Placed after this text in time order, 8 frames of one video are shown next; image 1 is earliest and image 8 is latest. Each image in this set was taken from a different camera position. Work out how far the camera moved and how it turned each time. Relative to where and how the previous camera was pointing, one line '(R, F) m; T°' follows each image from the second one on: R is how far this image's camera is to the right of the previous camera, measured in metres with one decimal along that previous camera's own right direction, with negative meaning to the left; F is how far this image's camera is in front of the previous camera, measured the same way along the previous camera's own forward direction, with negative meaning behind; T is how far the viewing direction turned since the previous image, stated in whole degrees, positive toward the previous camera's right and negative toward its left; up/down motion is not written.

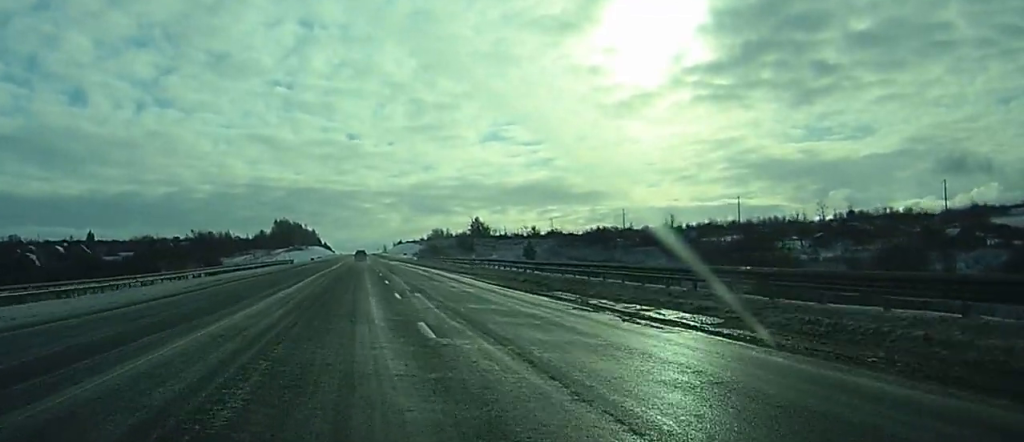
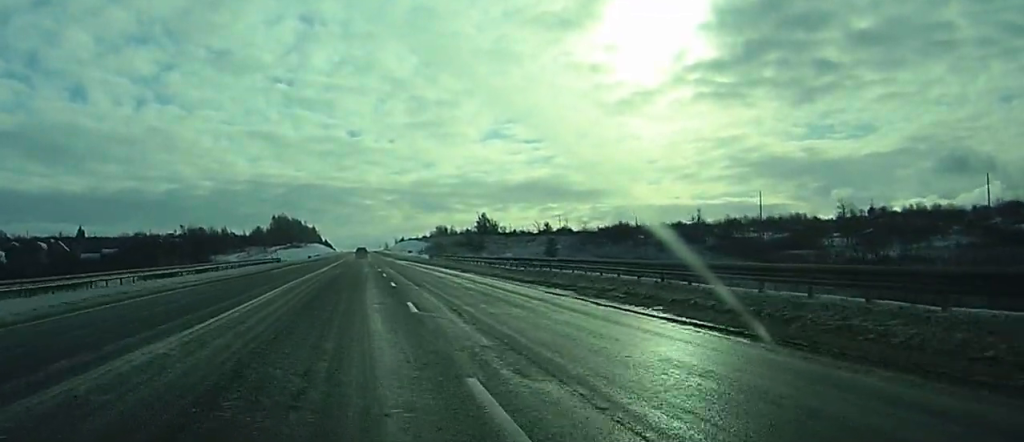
(0.0, +19.4) m; 0°
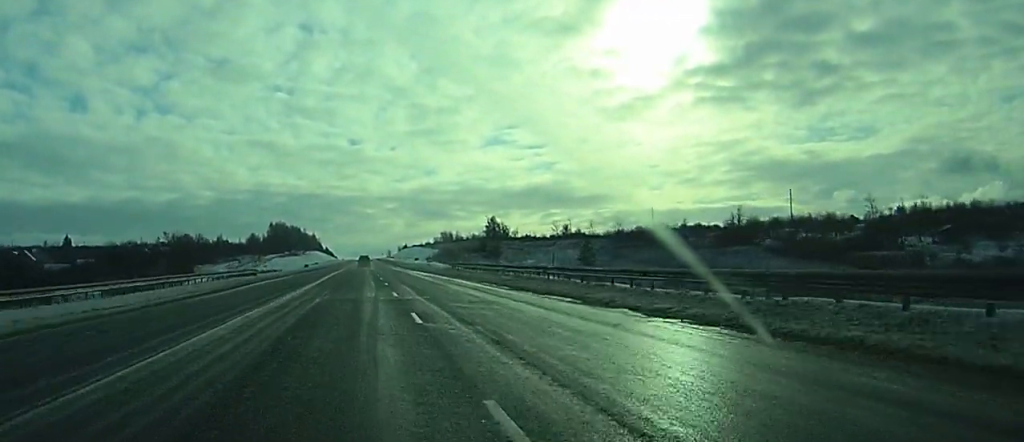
(-0.1, +24.7) m; 0°
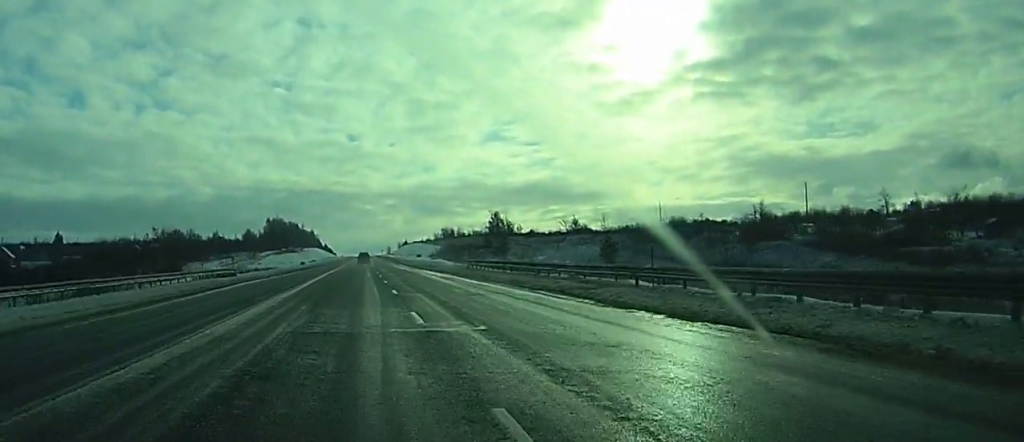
(0.0, +12.4) m; 0°
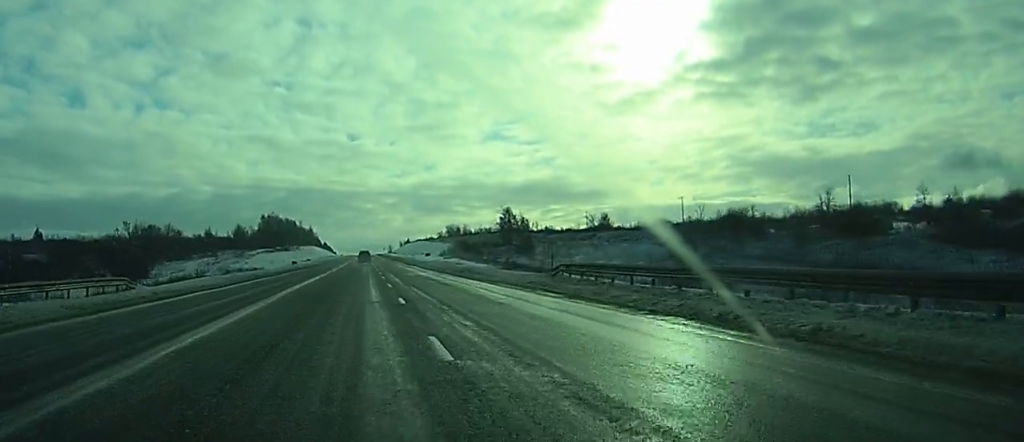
(-0.2, +29.2) m; 0°
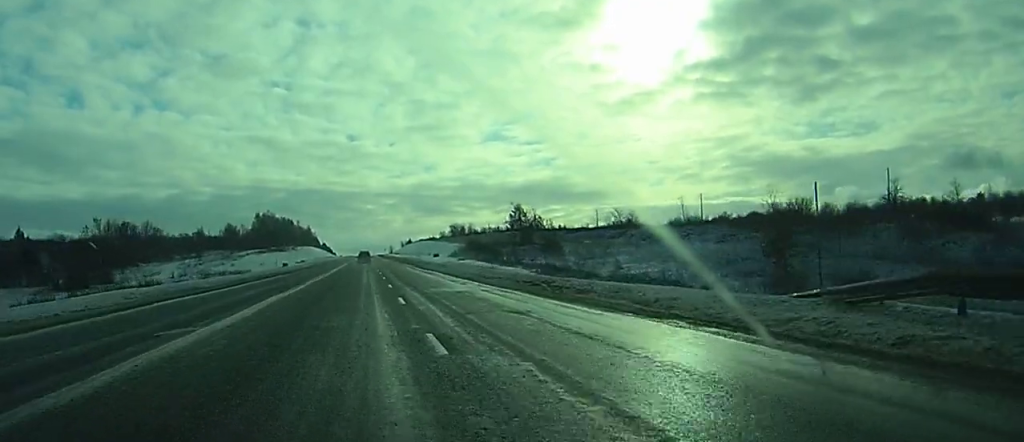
(0.0, +22.8) m; 0°
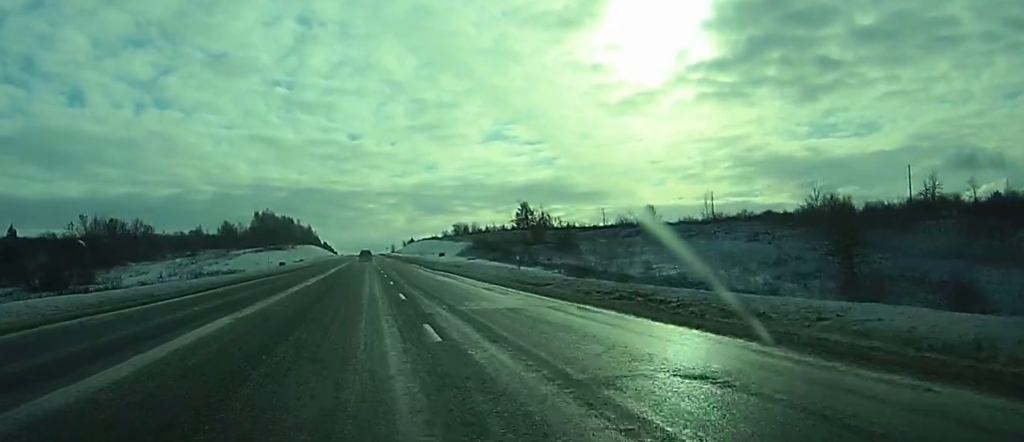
(0.0, +10.4) m; 0°
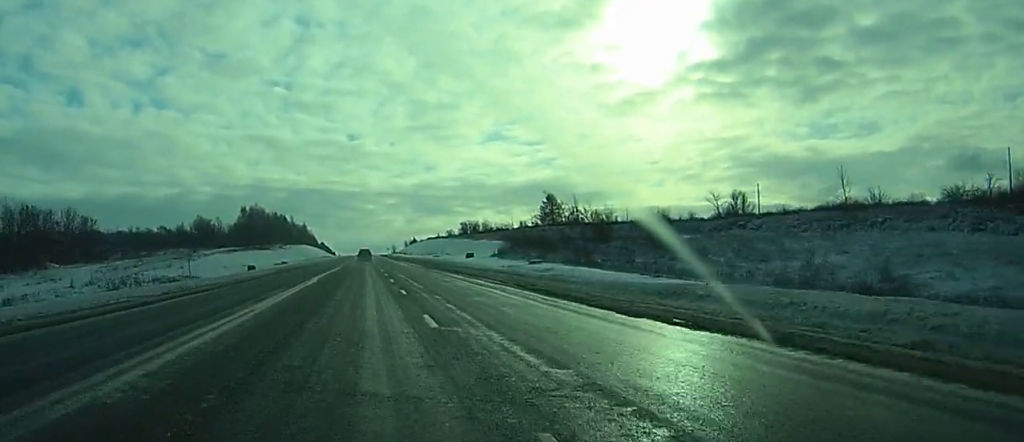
(+0.4, +45.2) m; +1°
